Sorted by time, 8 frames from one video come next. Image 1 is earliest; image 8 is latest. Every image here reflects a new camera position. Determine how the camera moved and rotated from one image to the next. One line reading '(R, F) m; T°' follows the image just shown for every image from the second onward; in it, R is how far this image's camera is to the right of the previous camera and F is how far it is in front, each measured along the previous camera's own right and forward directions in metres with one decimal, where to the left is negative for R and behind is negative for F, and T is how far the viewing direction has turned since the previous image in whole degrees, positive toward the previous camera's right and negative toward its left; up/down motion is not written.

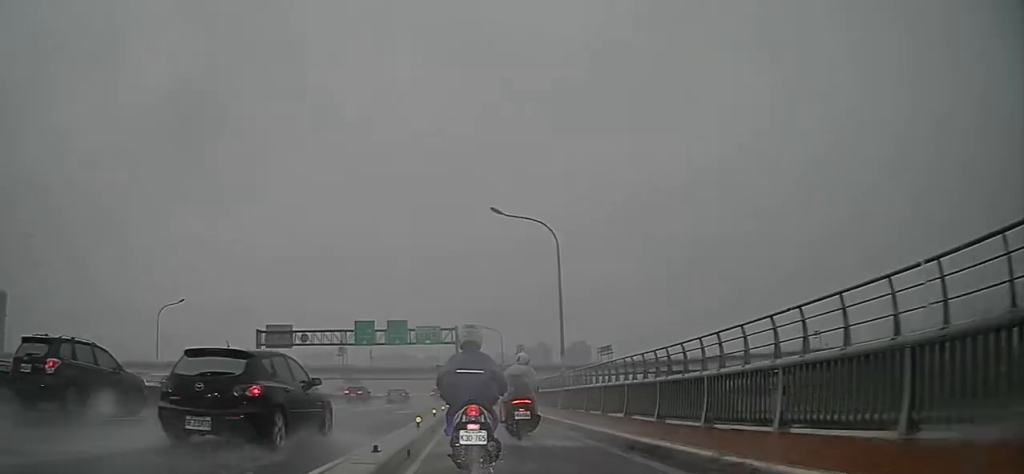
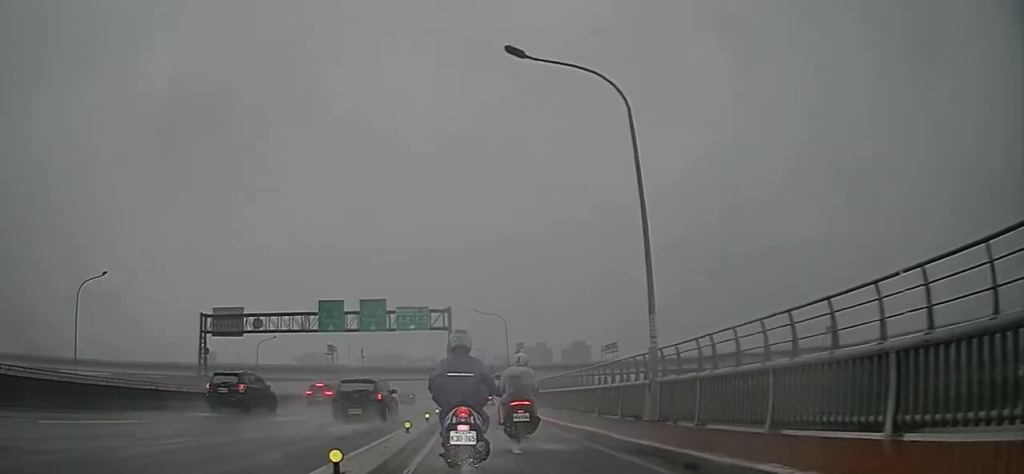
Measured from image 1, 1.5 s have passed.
(0.0, +13.8) m; 0°
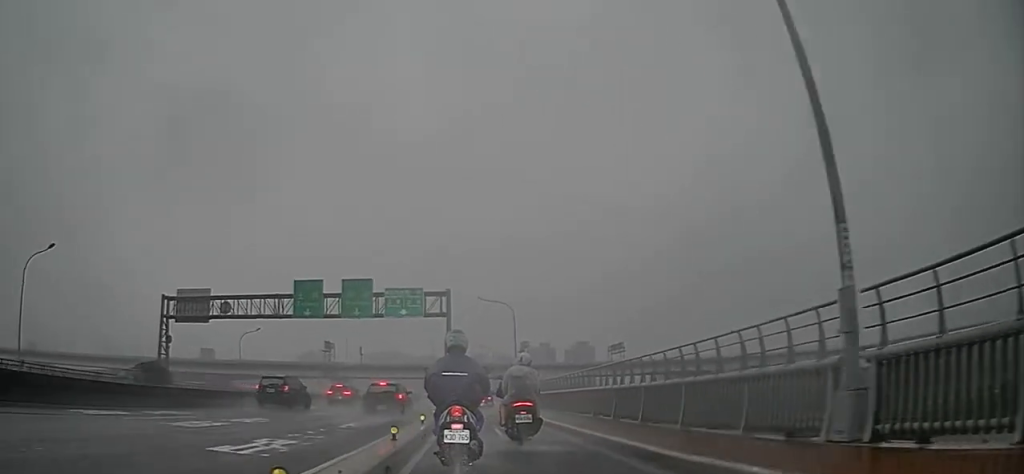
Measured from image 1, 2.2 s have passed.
(0.0, +7.2) m; 0°
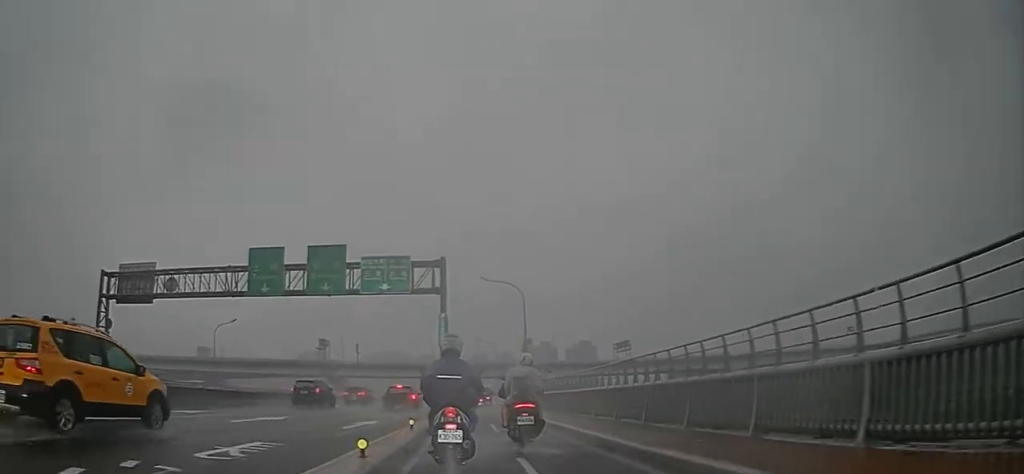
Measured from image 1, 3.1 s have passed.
(0.0, +8.2) m; 0°
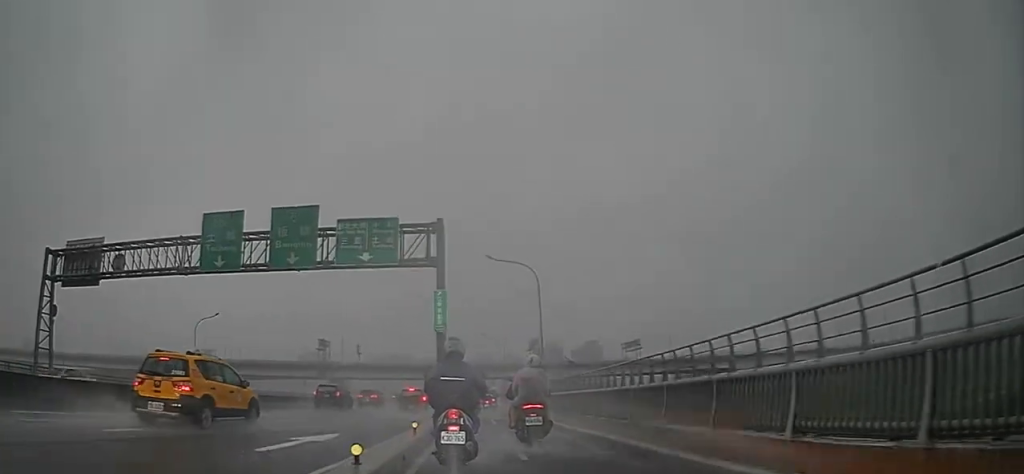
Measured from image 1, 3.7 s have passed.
(0.0, +6.0) m; 0°
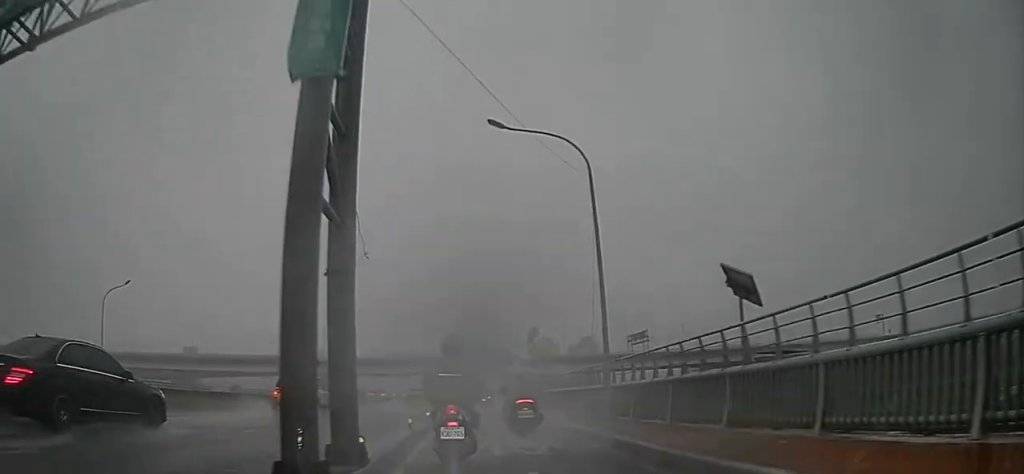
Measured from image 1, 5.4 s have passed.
(-0.1, +15.7) m; -1°
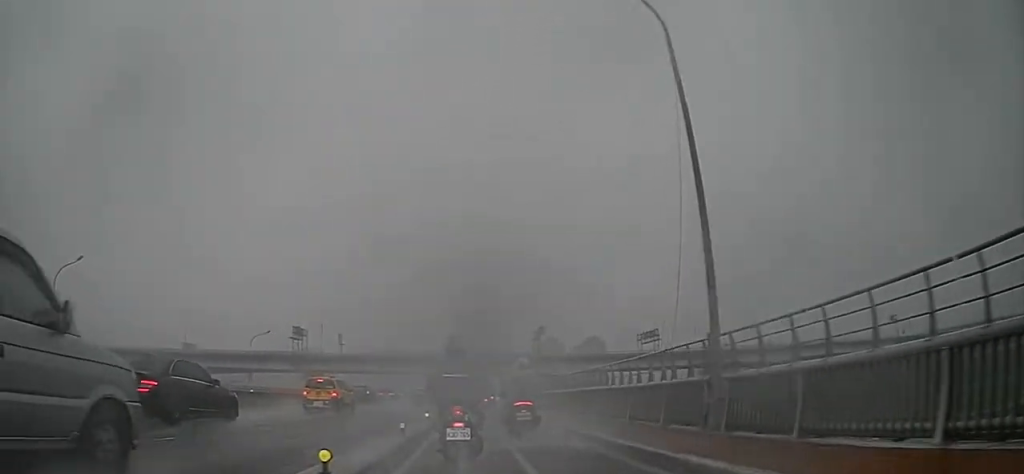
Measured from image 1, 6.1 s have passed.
(-0.1, +6.8) m; 0°
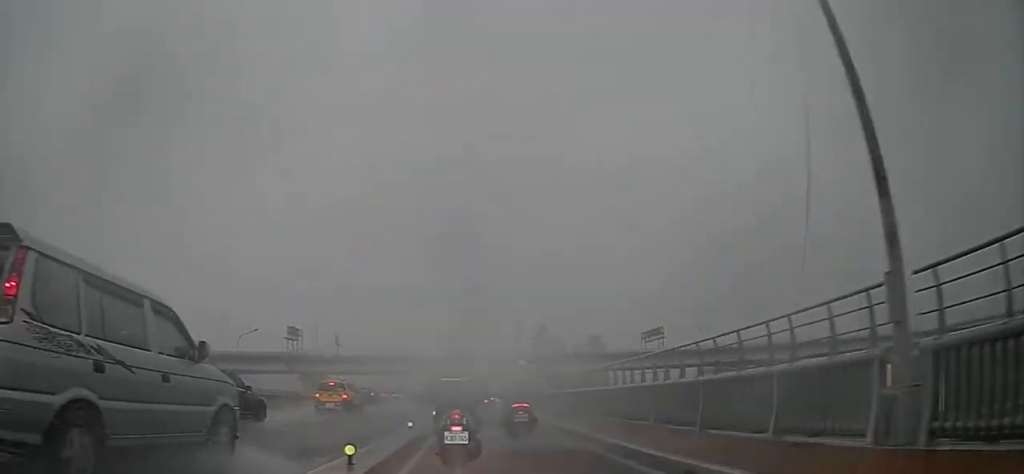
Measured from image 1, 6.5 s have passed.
(0.0, +4.2) m; 0°
